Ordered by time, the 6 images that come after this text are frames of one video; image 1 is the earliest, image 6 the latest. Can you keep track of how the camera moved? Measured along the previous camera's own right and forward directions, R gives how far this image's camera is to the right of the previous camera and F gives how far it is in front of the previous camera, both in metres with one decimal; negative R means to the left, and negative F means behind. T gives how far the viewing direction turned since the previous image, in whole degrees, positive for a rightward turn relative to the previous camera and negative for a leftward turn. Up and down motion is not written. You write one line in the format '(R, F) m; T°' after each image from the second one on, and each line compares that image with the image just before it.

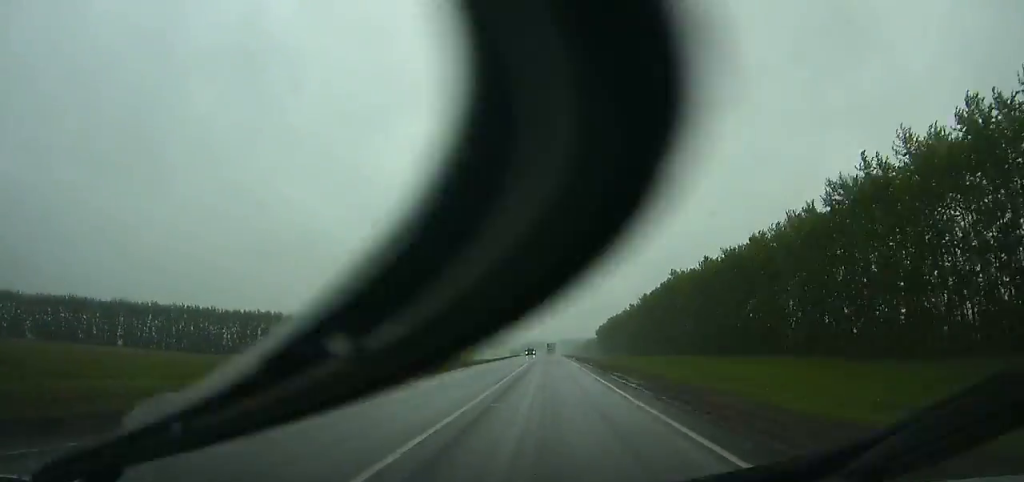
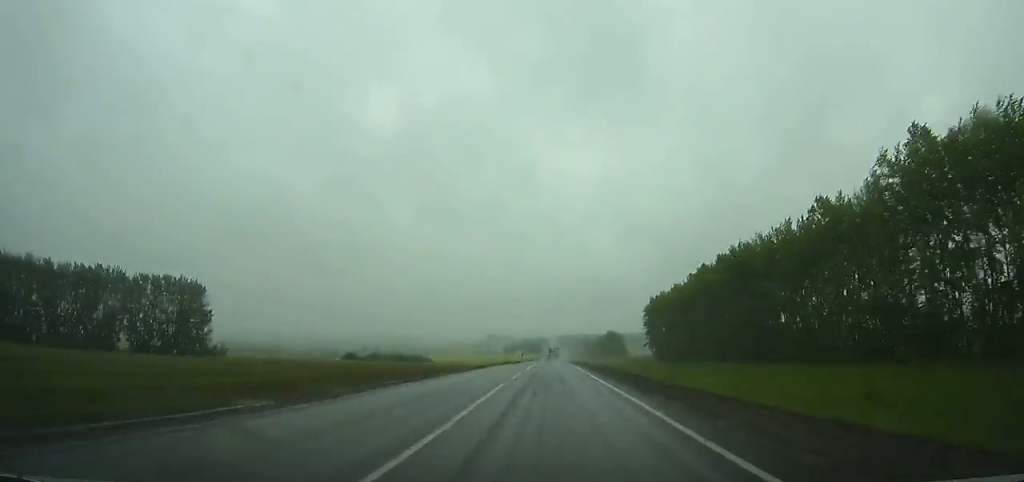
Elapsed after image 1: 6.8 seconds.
(+0.2, +164.0) m; 0°
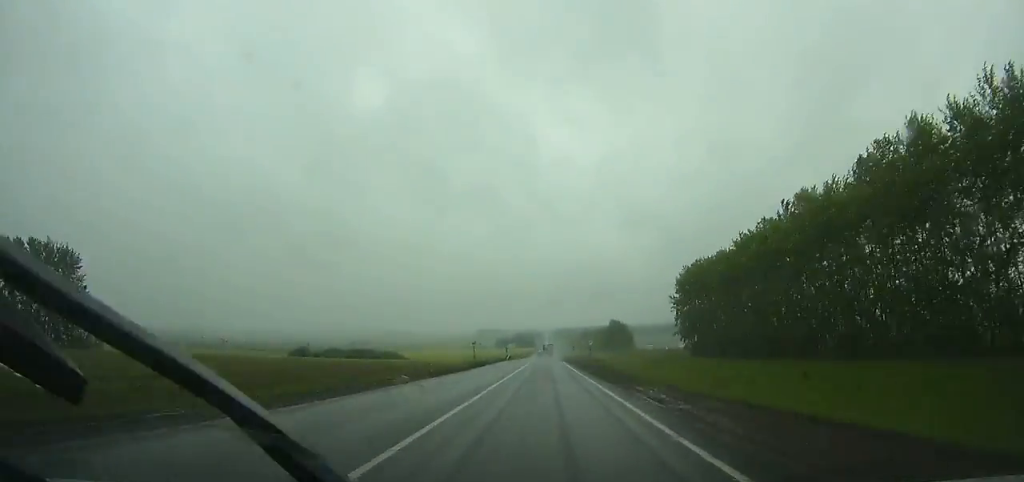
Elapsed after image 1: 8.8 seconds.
(+0.1, +47.1) m; 0°
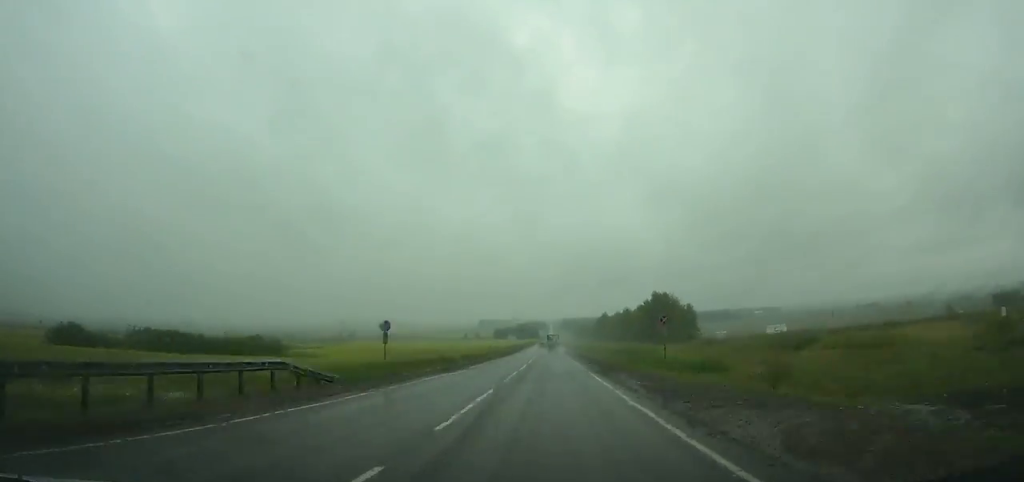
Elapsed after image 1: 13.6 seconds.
(-0.1, +114.6) m; 0°
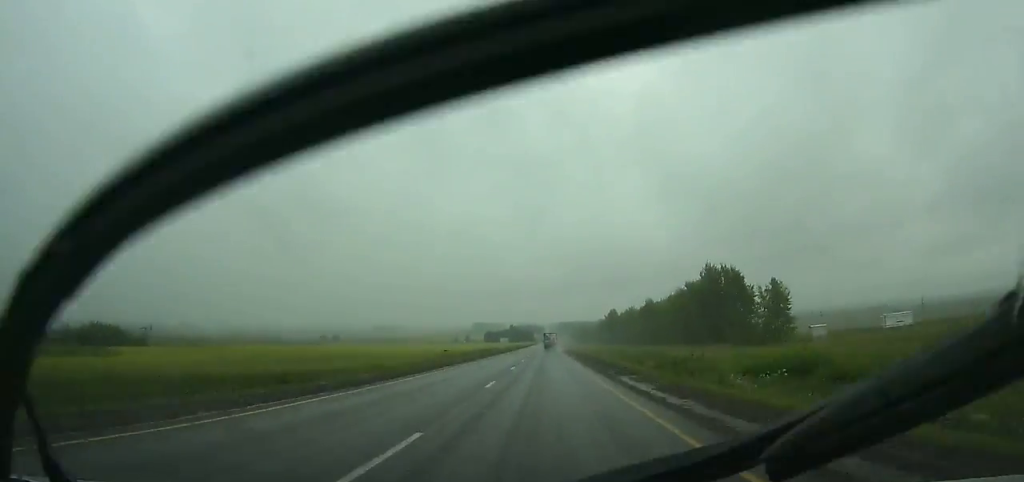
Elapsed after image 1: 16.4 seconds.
(+0.2, +68.3) m; 0°
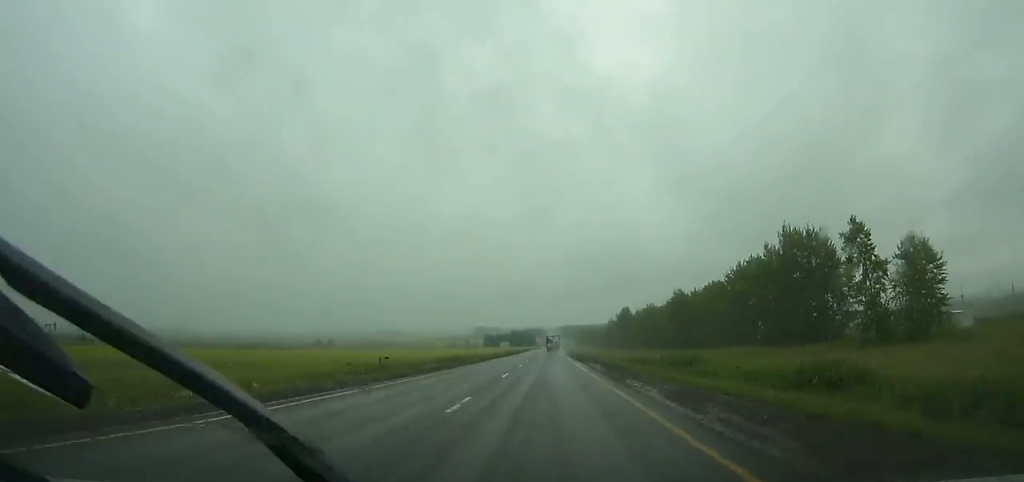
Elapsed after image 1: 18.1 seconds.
(0.0, +41.9) m; 0°
